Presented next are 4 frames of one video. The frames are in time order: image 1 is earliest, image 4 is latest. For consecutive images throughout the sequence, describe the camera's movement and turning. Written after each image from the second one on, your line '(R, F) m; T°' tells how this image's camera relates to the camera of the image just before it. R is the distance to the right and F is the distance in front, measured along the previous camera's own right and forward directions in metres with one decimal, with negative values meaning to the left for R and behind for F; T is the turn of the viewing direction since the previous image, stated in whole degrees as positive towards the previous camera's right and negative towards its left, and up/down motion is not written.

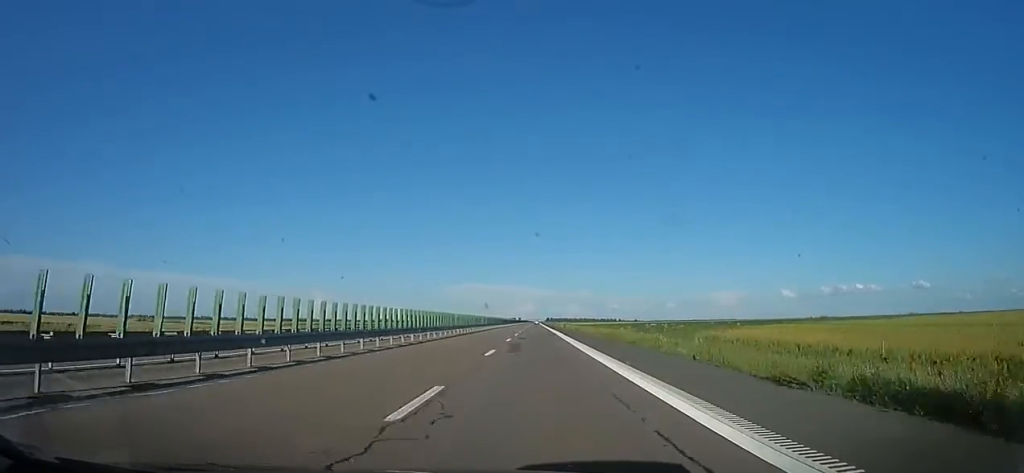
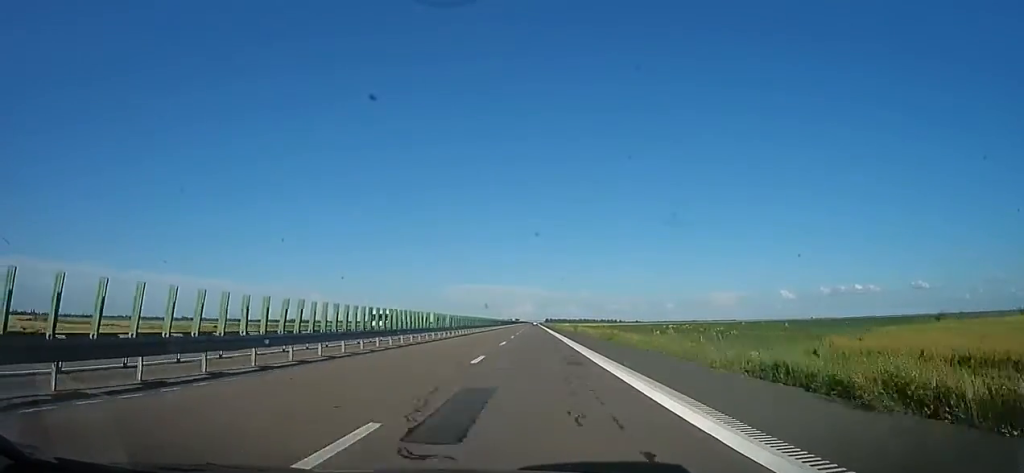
(-0.4, +27.5) m; 0°
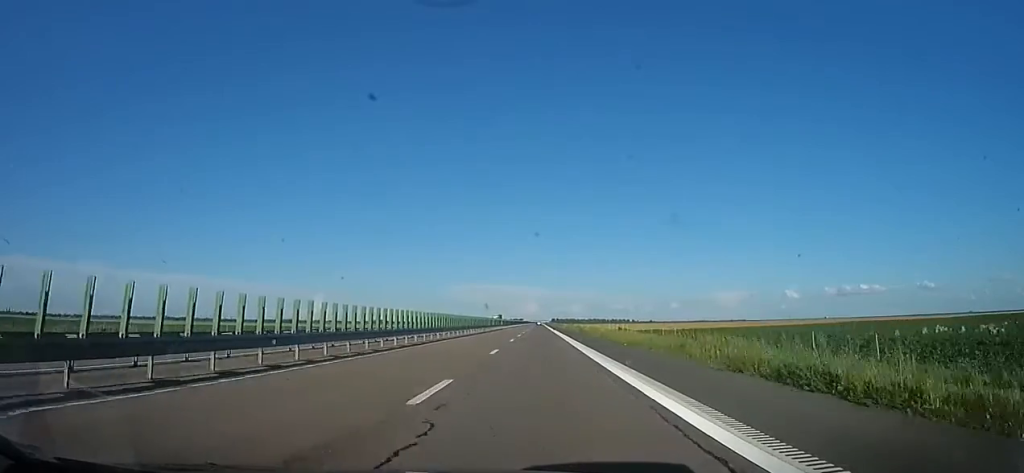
(+0.4, +115.5) m; 0°
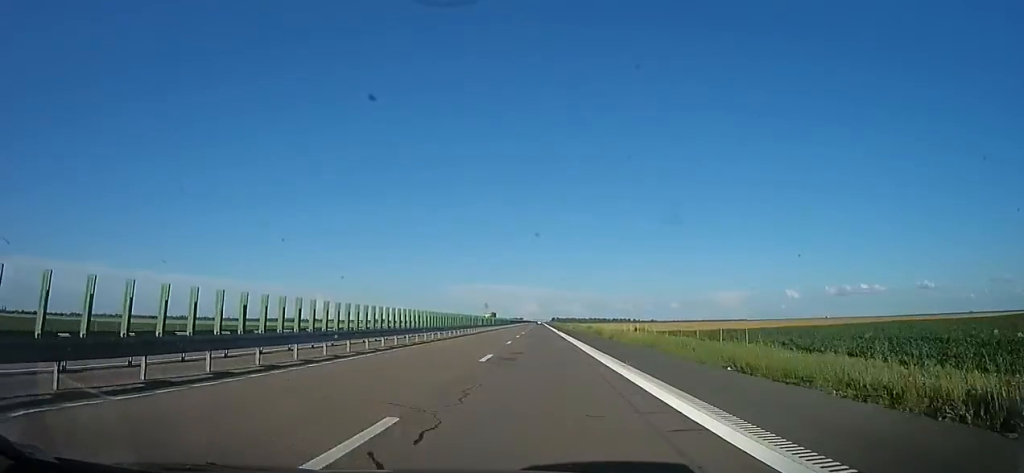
(-0.6, +16.3) m; 0°
